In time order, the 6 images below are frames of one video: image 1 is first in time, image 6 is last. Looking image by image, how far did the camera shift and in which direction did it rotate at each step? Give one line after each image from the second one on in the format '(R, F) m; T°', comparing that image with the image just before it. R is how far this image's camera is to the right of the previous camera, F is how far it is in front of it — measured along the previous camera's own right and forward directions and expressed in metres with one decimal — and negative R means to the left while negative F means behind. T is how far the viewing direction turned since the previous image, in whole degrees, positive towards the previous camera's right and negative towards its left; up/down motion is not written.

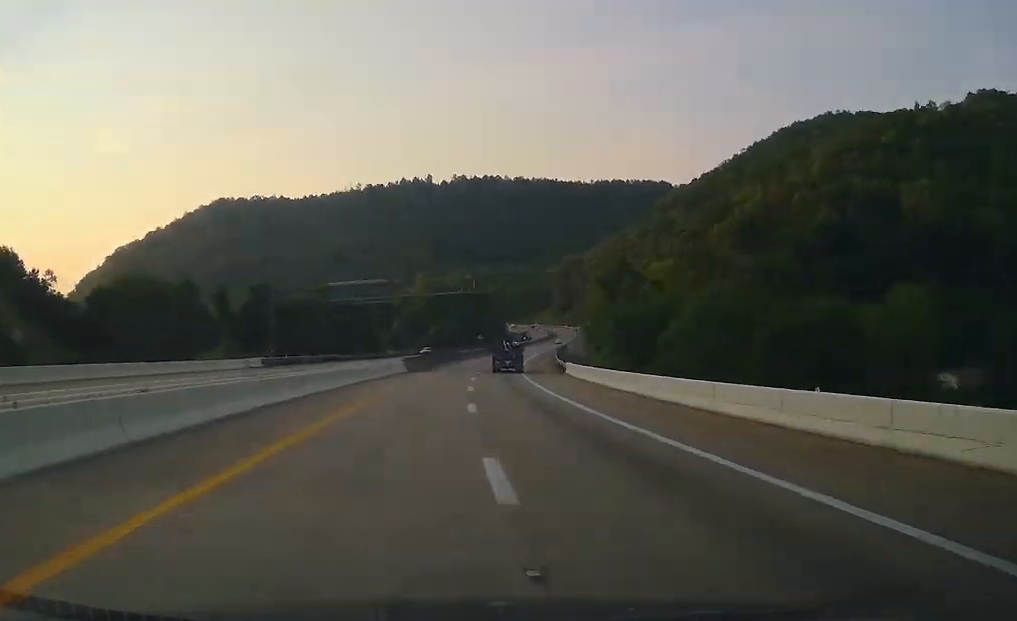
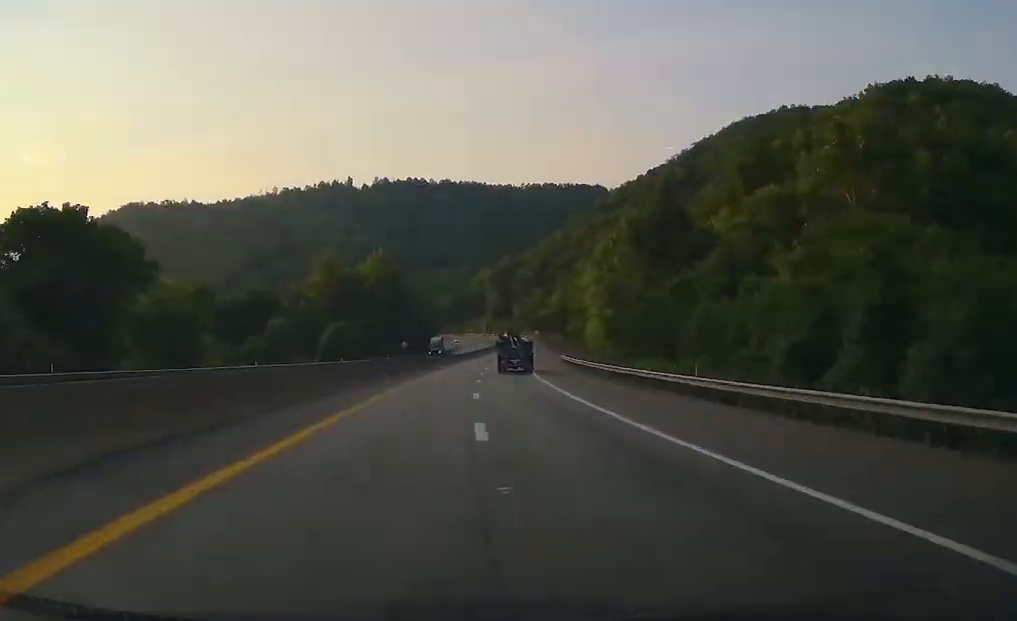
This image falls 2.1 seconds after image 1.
(+5.4, +68.6) m; +4°
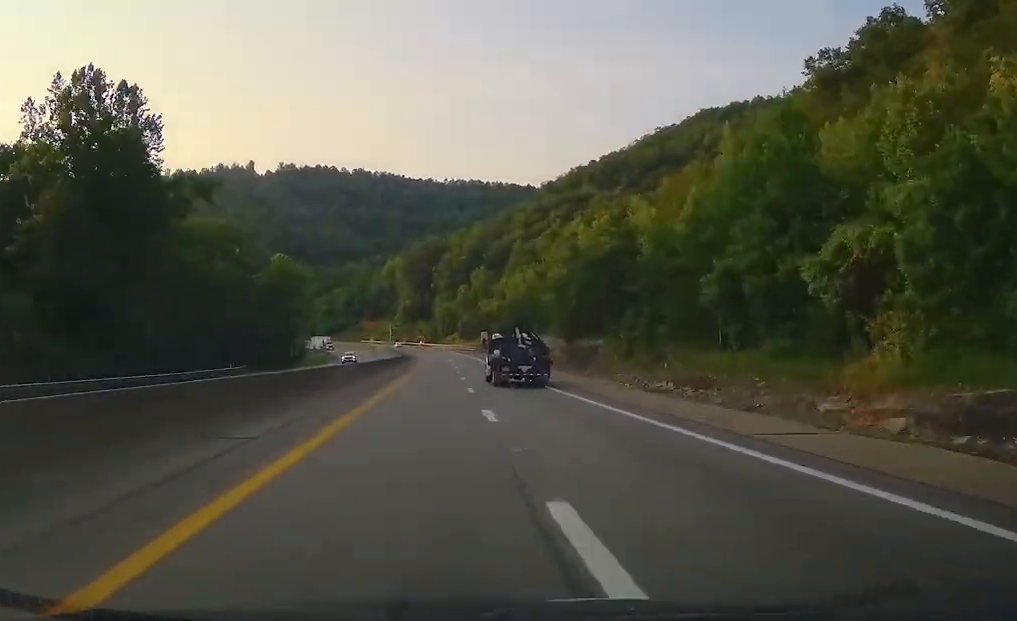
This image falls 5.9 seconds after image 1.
(+6.9, +118.9) m; +1°
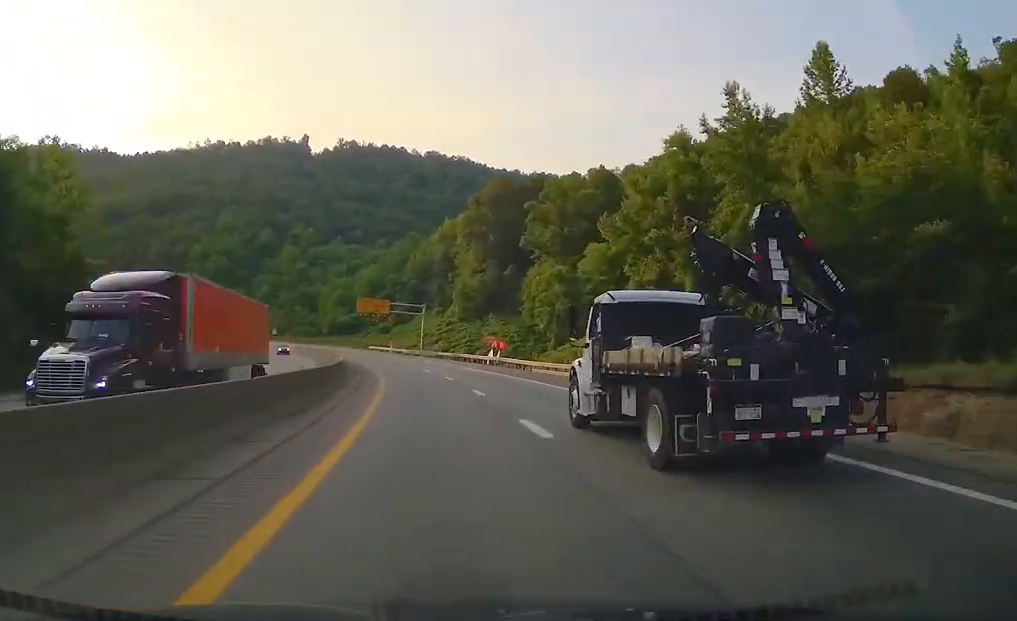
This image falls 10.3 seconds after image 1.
(-4.7, +132.2) m; -11°
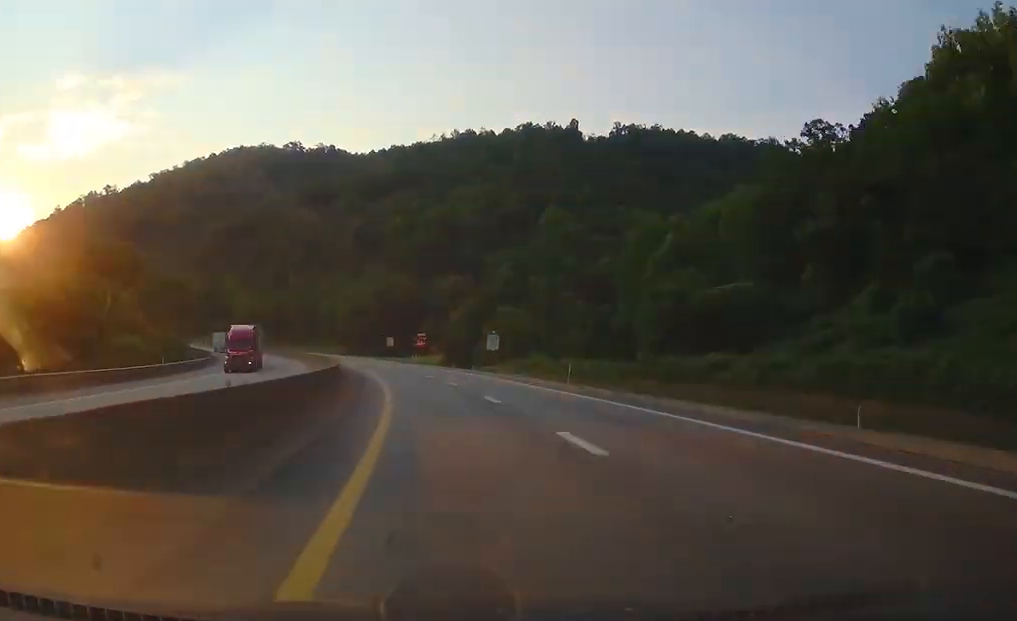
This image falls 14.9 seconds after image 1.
(-21.5, +122.9) m; -22°
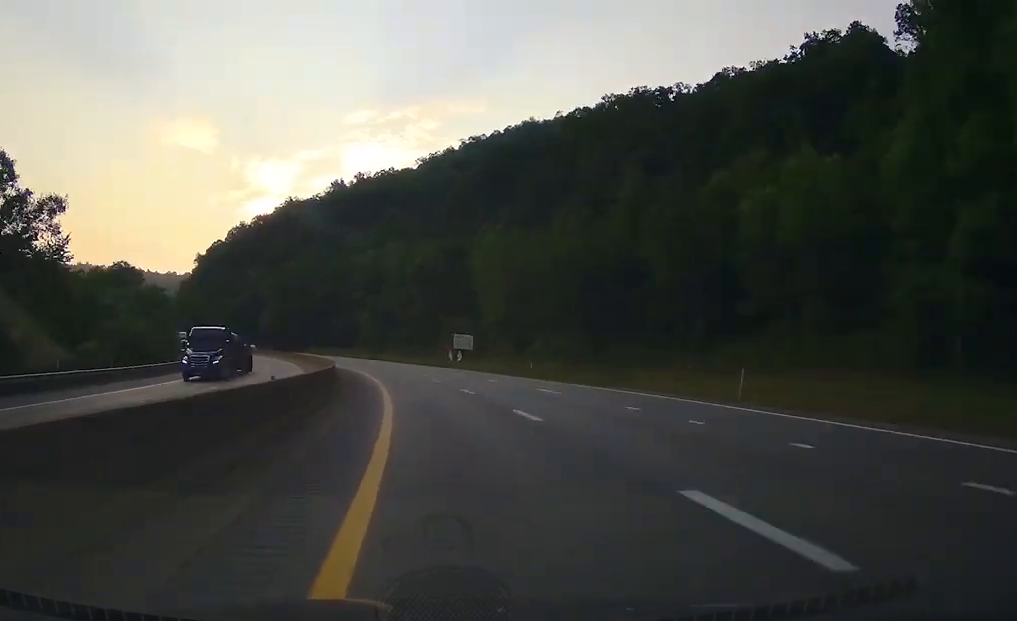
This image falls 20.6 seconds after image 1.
(-35.2, +146.1) m; -26°
